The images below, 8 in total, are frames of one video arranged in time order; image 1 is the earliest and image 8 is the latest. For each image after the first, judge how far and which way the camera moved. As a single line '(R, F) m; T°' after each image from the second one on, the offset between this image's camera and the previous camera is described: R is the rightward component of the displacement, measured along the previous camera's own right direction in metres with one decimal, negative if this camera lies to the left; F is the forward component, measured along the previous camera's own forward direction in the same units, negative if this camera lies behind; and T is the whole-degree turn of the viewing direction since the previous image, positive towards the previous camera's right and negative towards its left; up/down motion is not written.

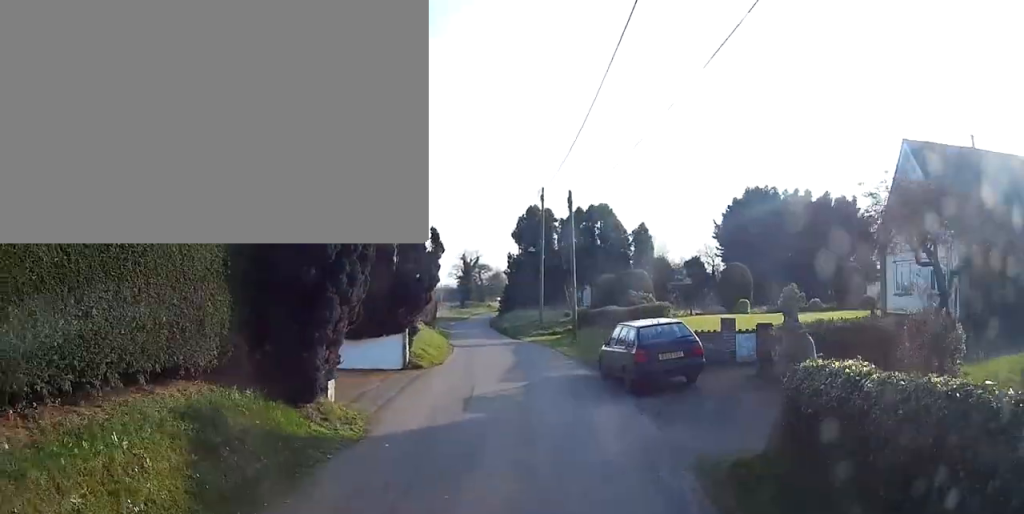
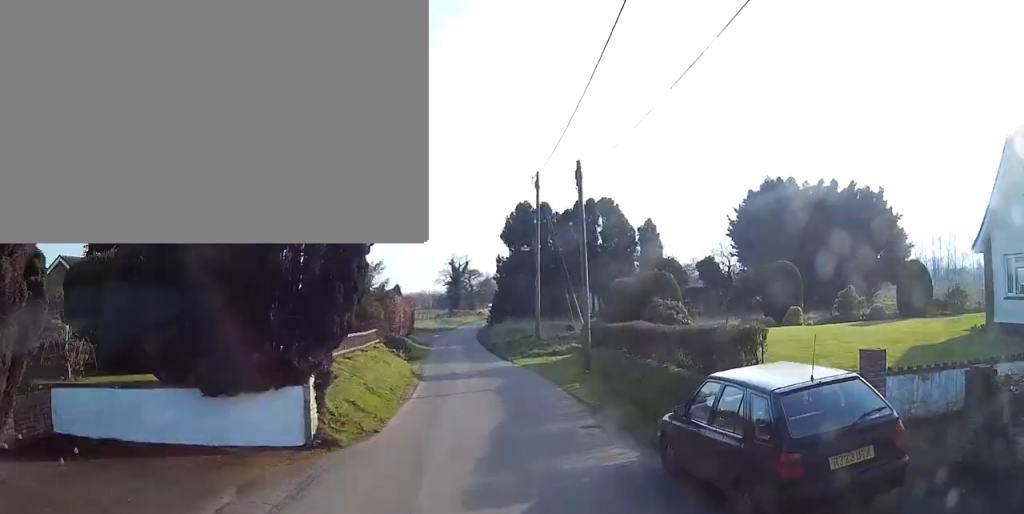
(+0.1, +8.9) m; +1°
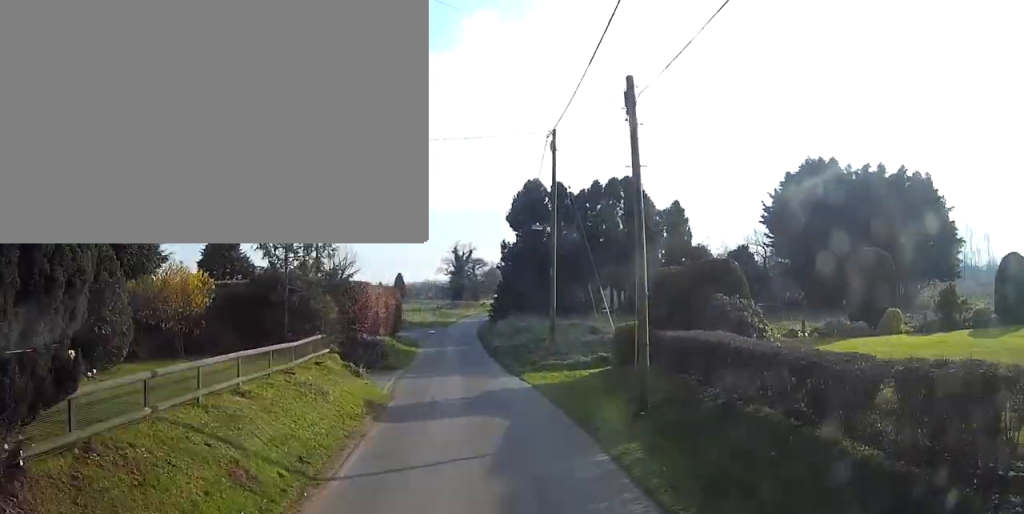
(+0.1, +8.6) m; +1°
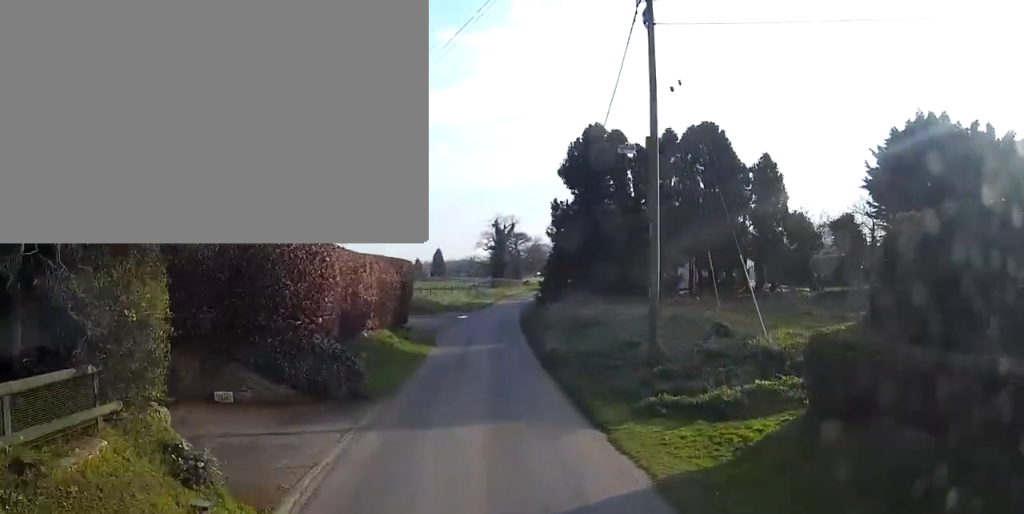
(0.0, +12.7) m; -2°
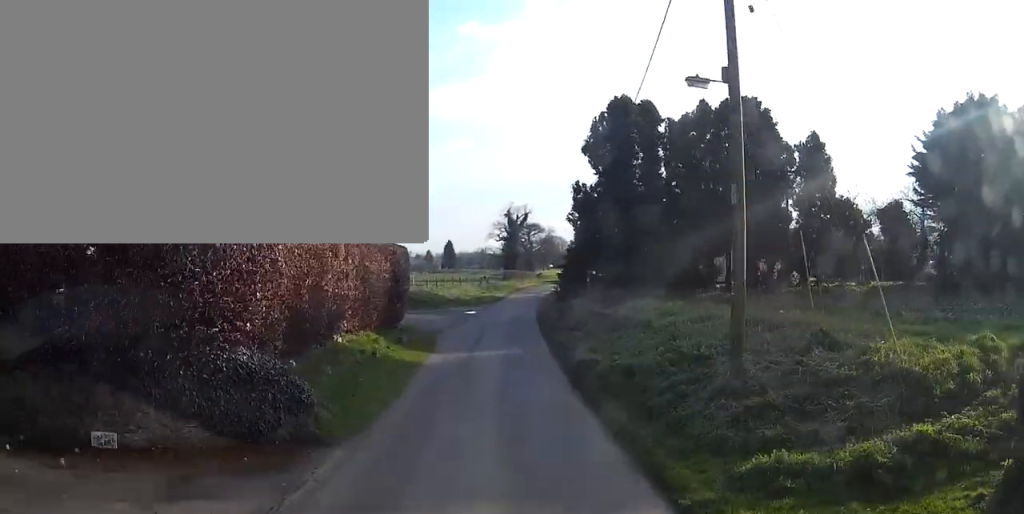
(0.0, +5.1) m; -2°
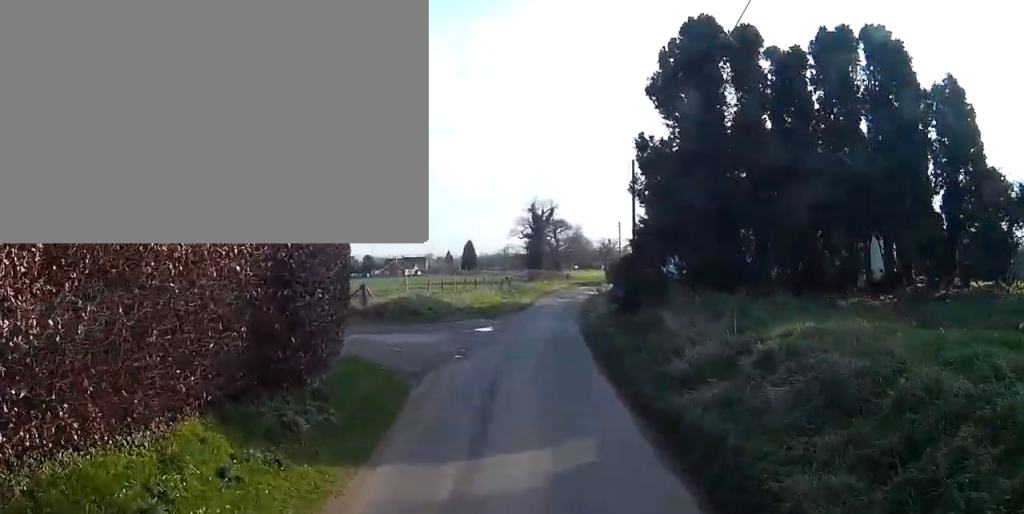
(-0.5, +12.9) m; -3°
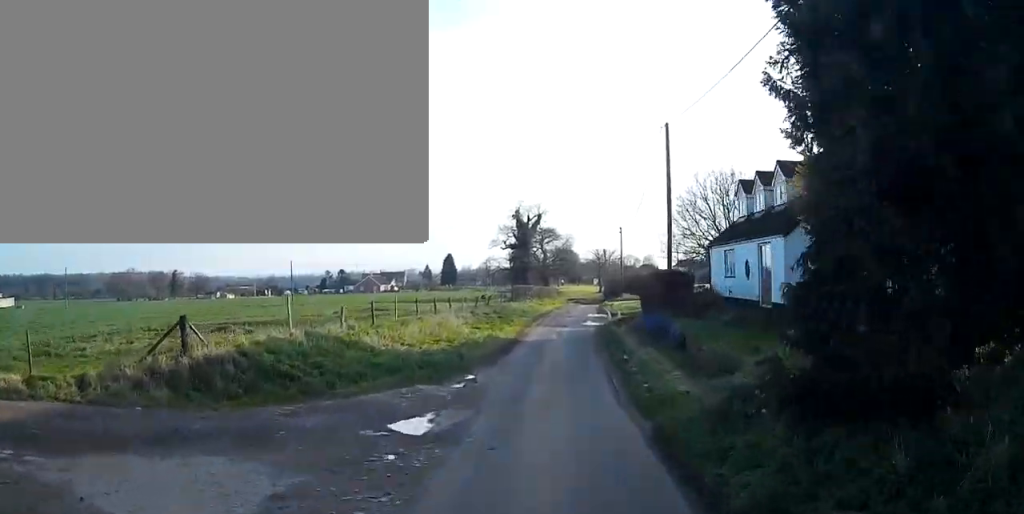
(0.0, +15.7) m; +1°
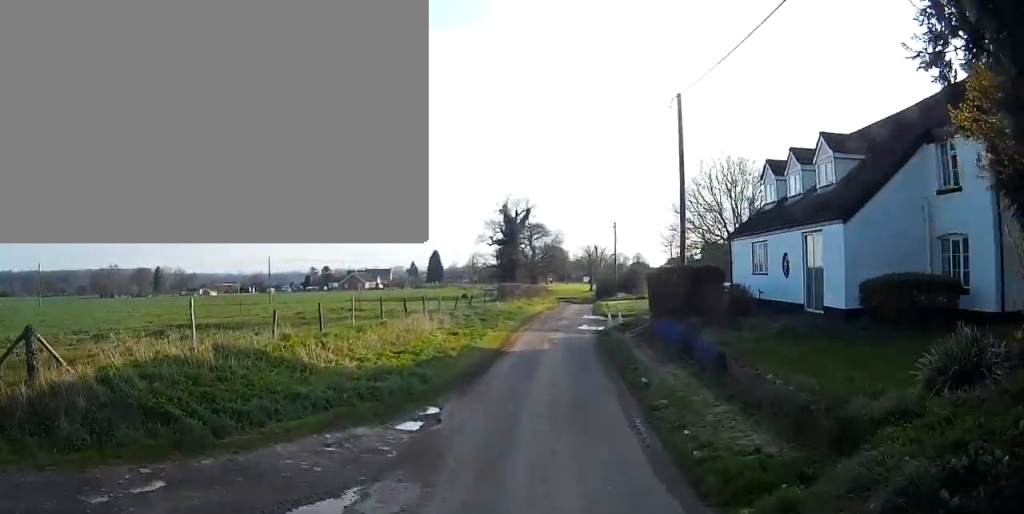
(0.0, +5.0) m; +1°
